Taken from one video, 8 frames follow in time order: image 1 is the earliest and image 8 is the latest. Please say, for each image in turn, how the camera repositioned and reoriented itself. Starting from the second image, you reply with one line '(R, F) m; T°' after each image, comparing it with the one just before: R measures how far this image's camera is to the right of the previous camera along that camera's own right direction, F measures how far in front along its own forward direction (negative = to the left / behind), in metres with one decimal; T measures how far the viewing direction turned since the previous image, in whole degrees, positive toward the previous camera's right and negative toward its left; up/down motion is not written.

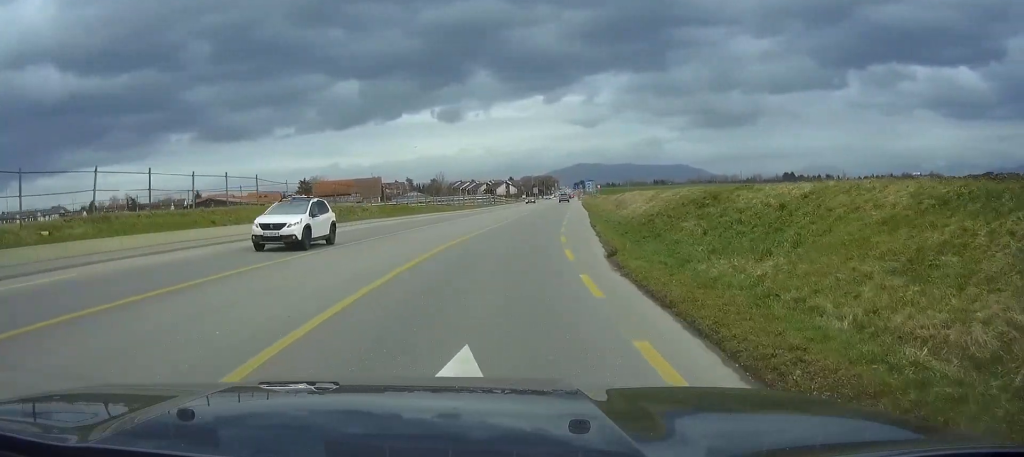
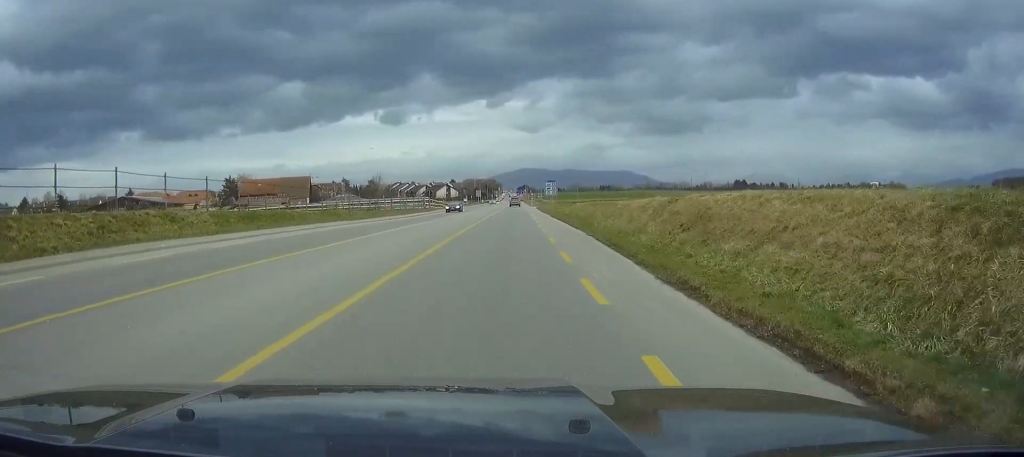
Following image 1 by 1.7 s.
(+0.9, +26.6) m; +3°
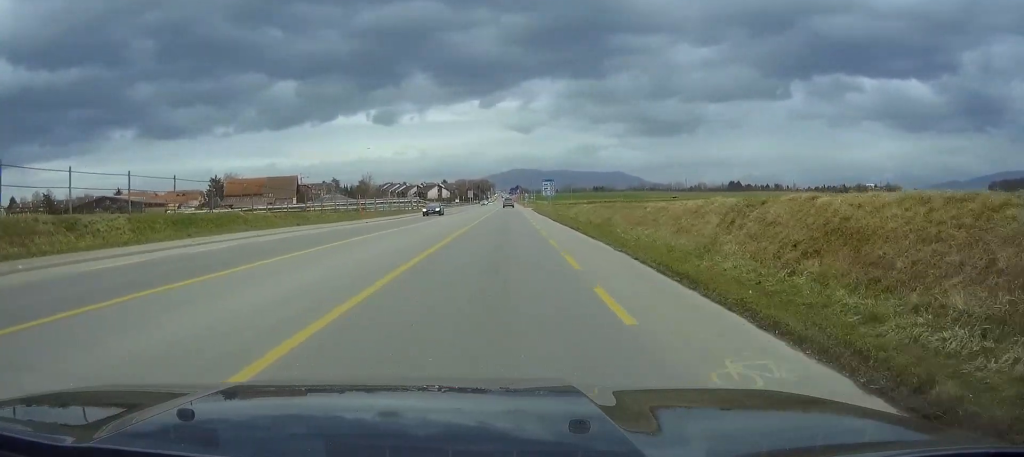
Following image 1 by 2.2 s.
(+0.1, +7.9) m; +1°
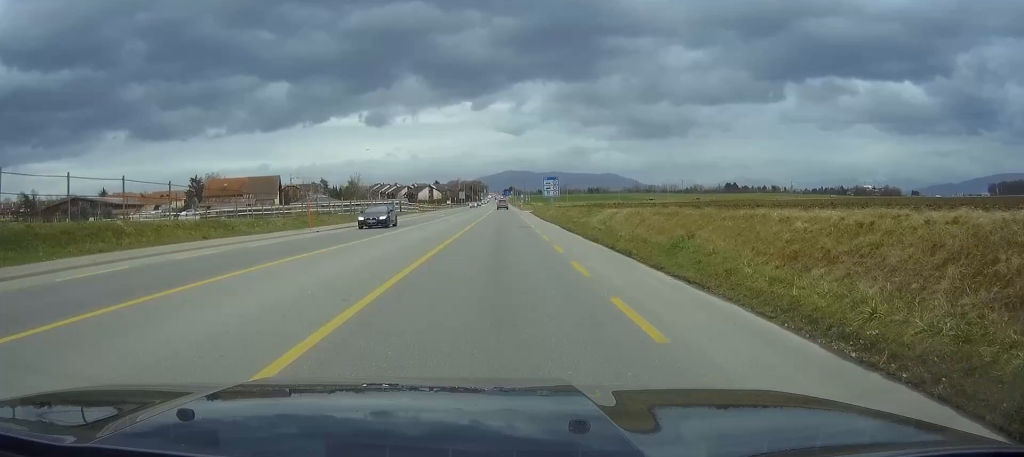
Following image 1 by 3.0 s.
(+0.1, +13.3) m; 0°
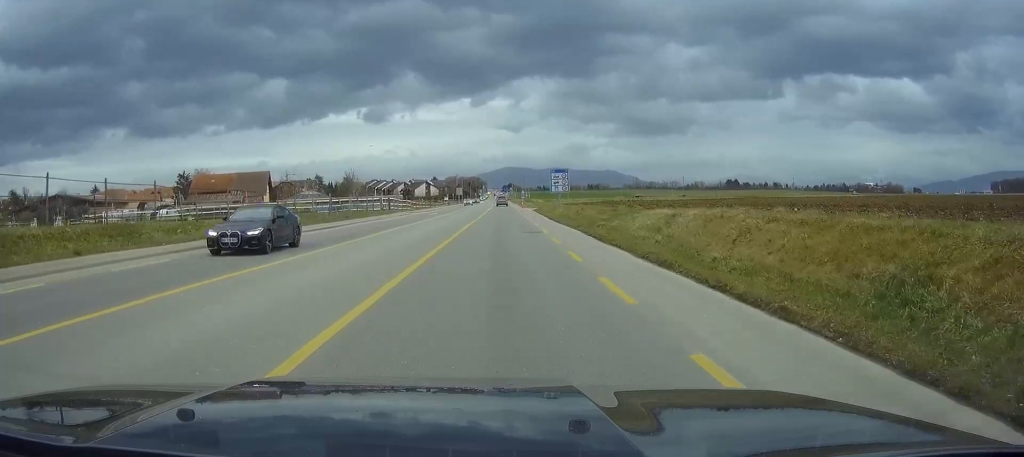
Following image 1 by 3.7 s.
(0.0, +10.1) m; 0°
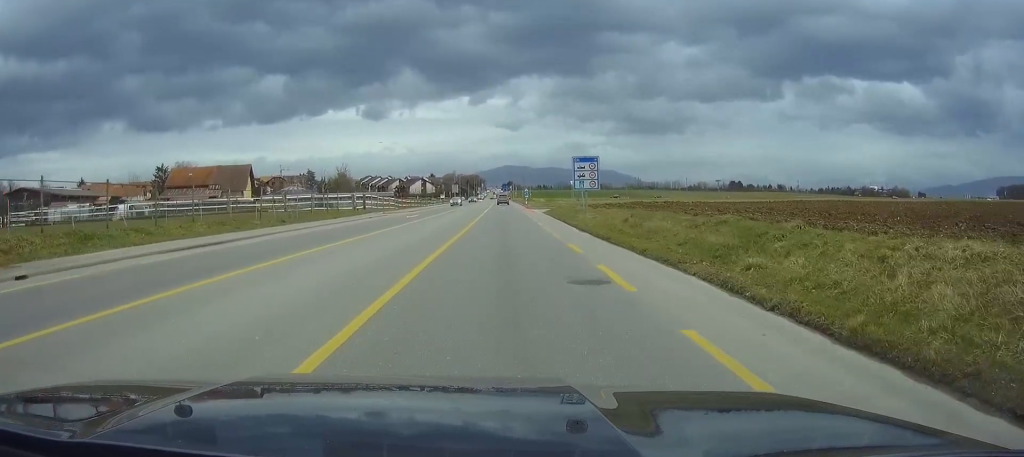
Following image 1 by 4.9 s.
(+0.1, +17.1) m; +1°
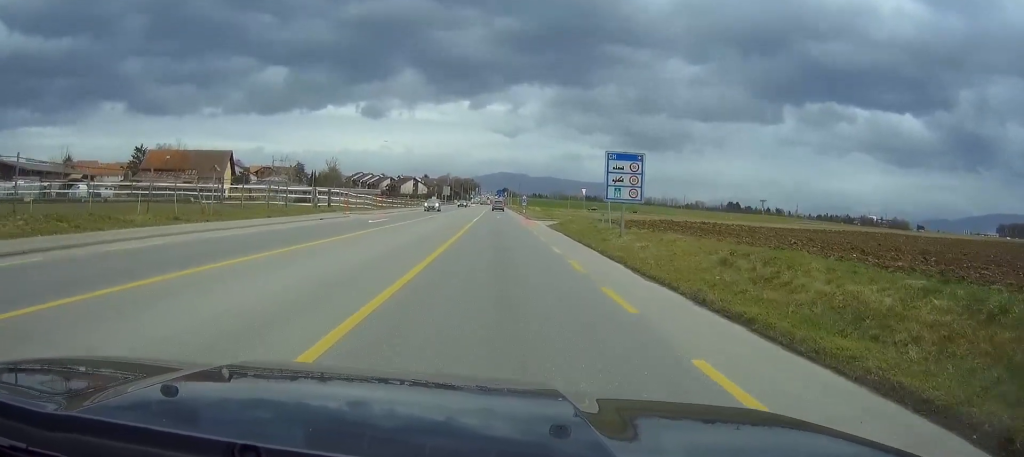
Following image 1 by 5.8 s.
(+0.1, +13.5) m; 0°
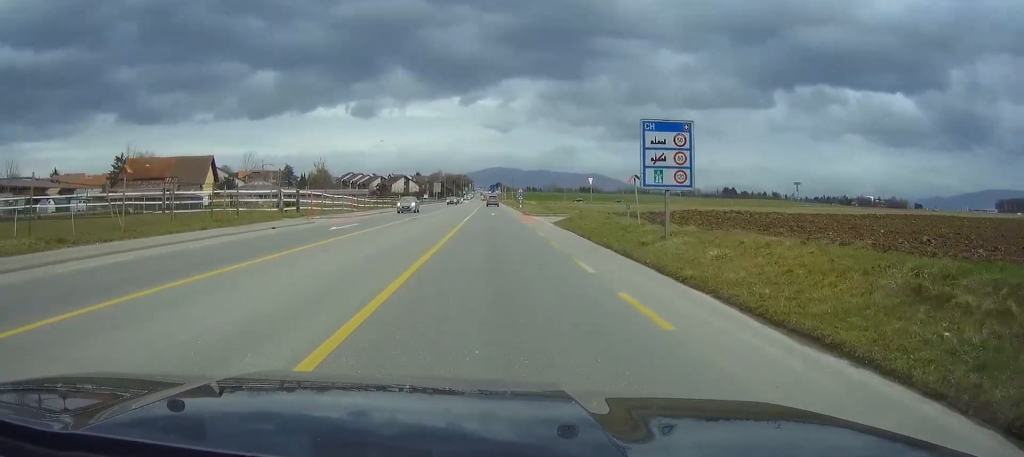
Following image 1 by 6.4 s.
(+0.1, +8.3) m; 0°
